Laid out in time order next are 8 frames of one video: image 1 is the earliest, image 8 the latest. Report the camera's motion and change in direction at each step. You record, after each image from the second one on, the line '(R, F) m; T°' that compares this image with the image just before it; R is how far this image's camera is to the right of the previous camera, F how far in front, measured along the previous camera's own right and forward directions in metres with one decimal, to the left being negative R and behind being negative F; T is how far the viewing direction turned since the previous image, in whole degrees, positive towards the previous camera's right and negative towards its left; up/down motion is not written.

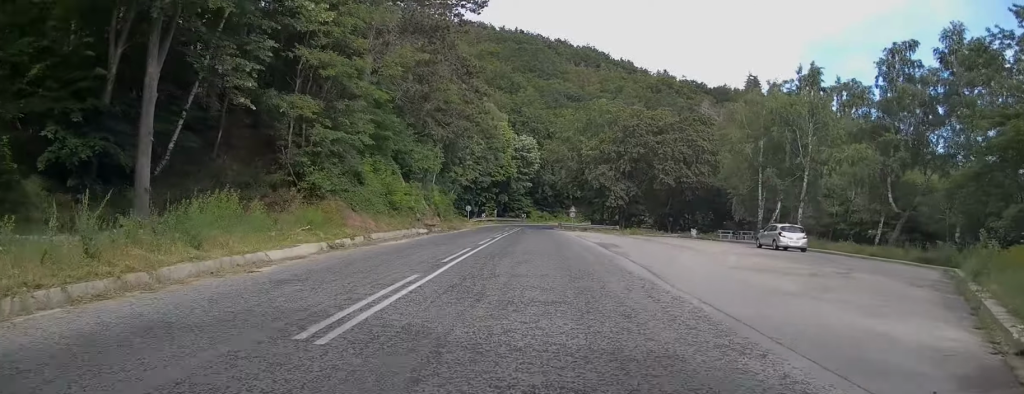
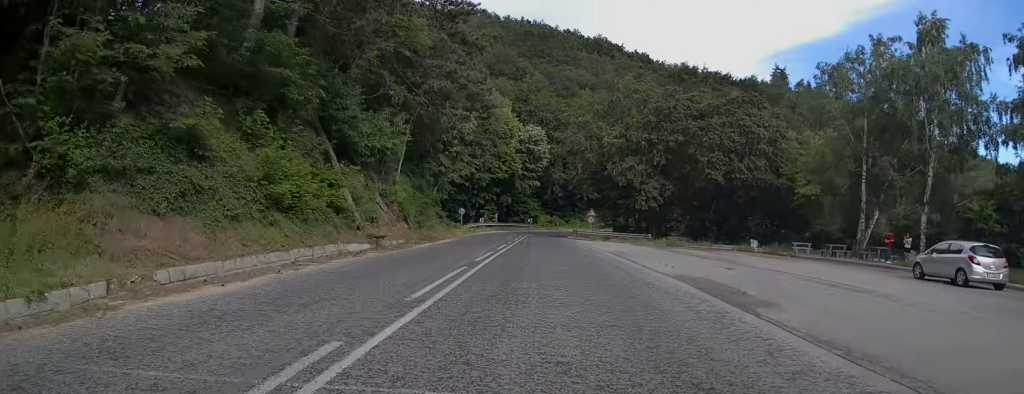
(-0.3, +14.8) m; -1°
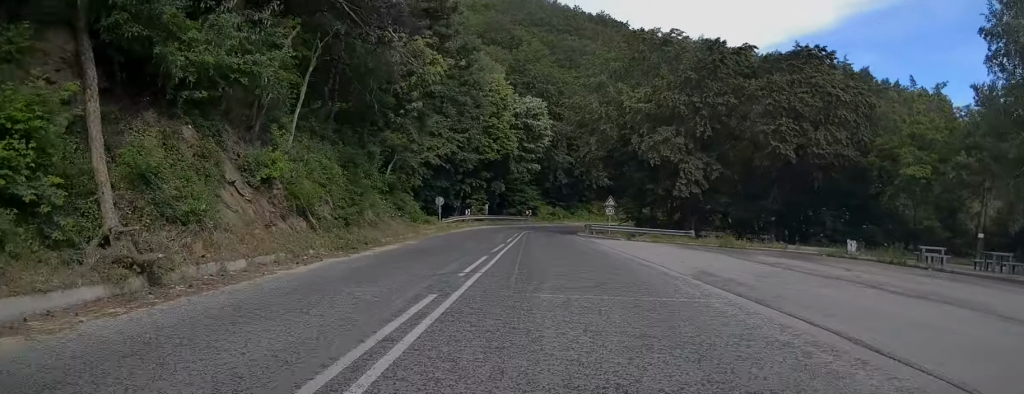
(+0.1, +14.3) m; +1°
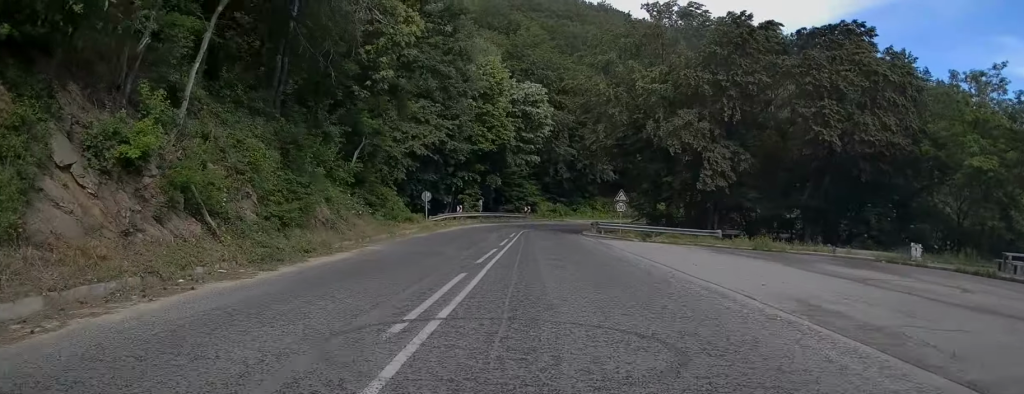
(0.0, +5.7) m; 0°
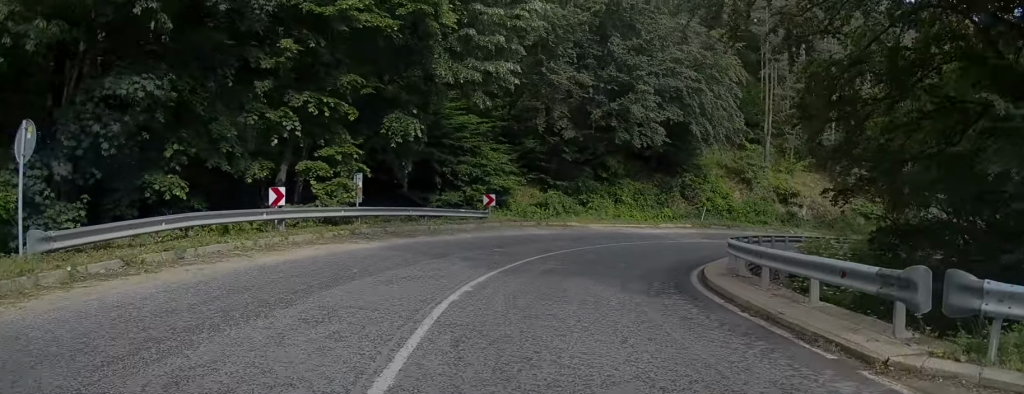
(+0.3, +34.1) m; +8°
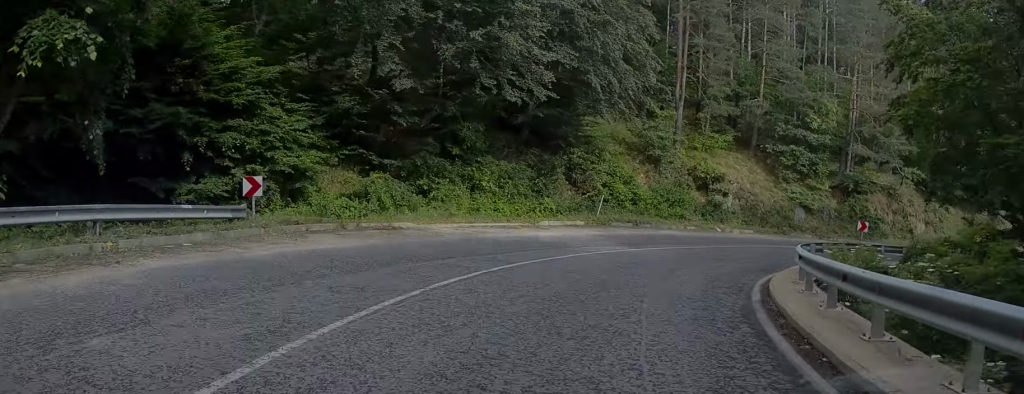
(+1.6, +12.3) m; +17°
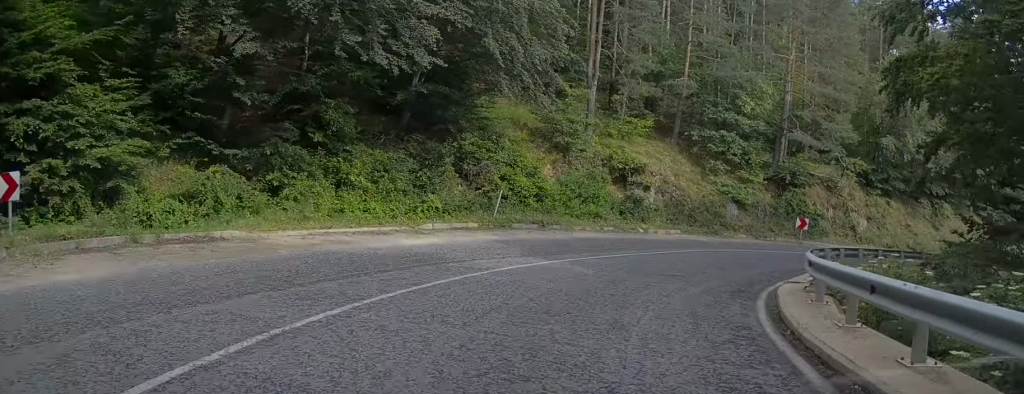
(+0.4, +5.4) m; +9°
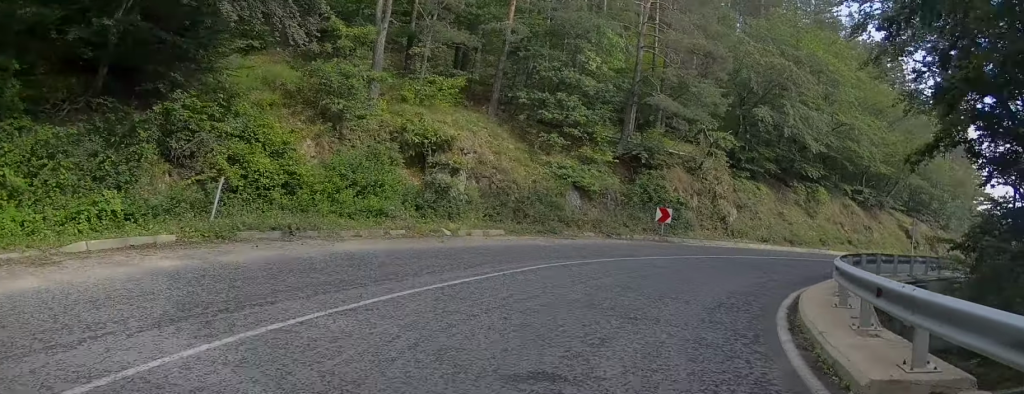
(+1.3, +8.7) m; +16°
